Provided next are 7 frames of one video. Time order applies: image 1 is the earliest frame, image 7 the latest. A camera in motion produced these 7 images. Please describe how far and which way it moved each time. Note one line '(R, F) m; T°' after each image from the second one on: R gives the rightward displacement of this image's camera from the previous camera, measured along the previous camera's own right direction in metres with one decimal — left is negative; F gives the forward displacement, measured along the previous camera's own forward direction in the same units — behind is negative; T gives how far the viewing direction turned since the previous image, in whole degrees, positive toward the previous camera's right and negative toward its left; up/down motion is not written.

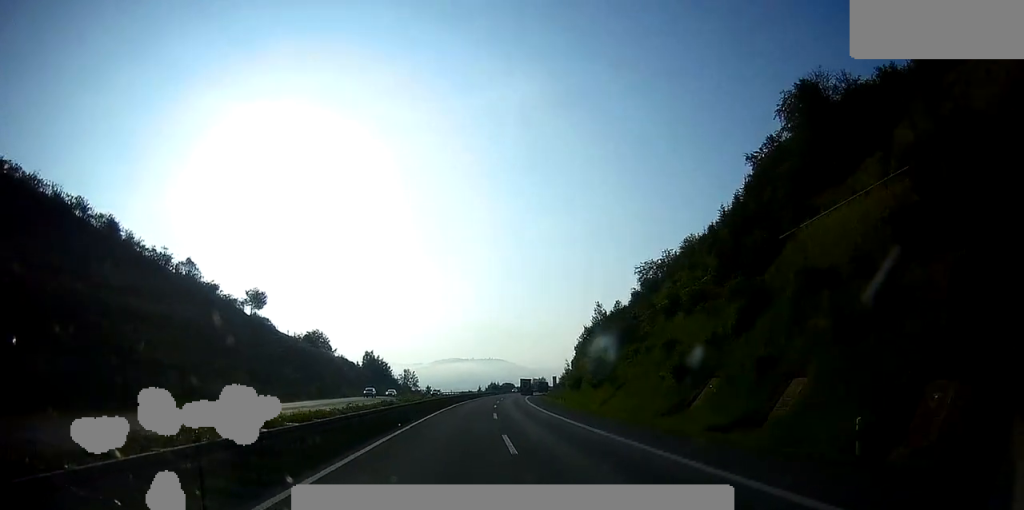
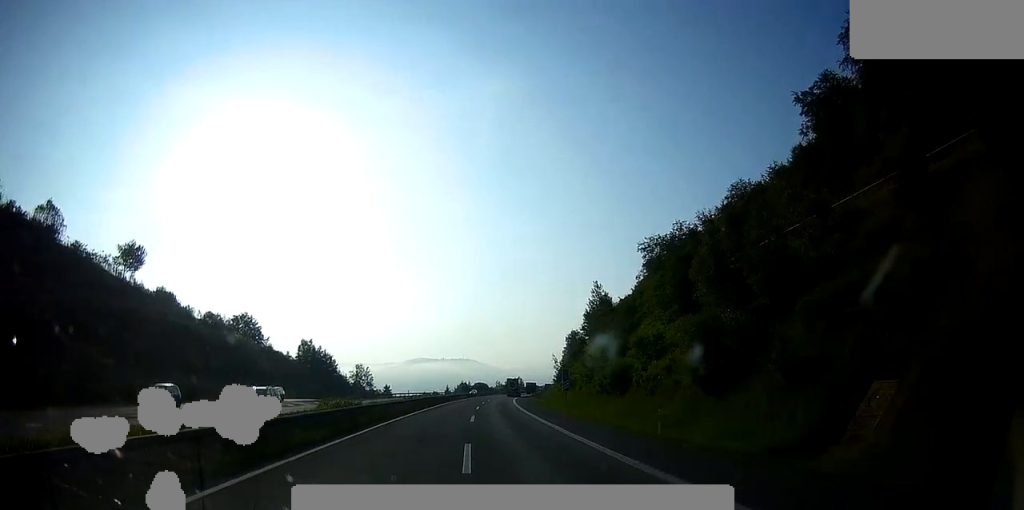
(+1.3, +39.0) m; +2°
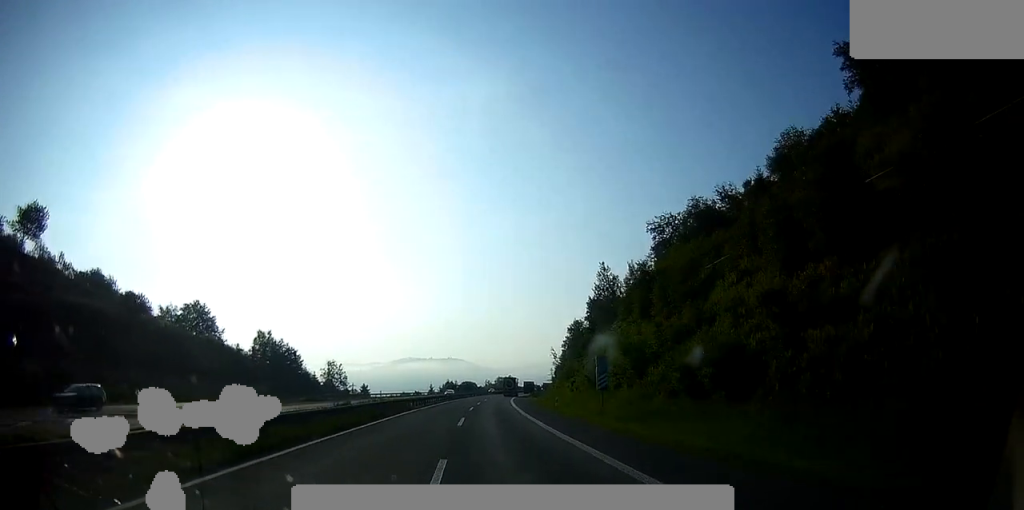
(+0.1, +22.0) m; 0°
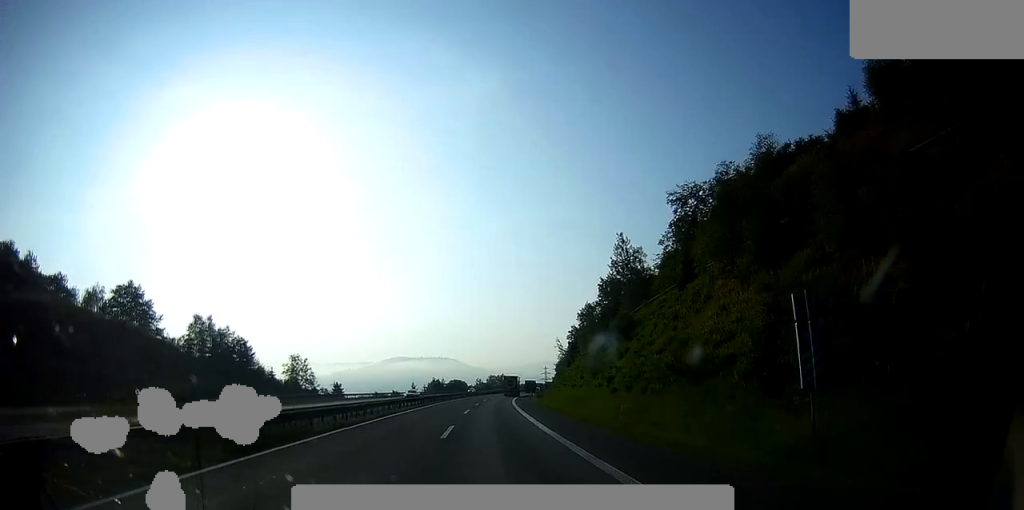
(0.0, +25.1) m; 0°
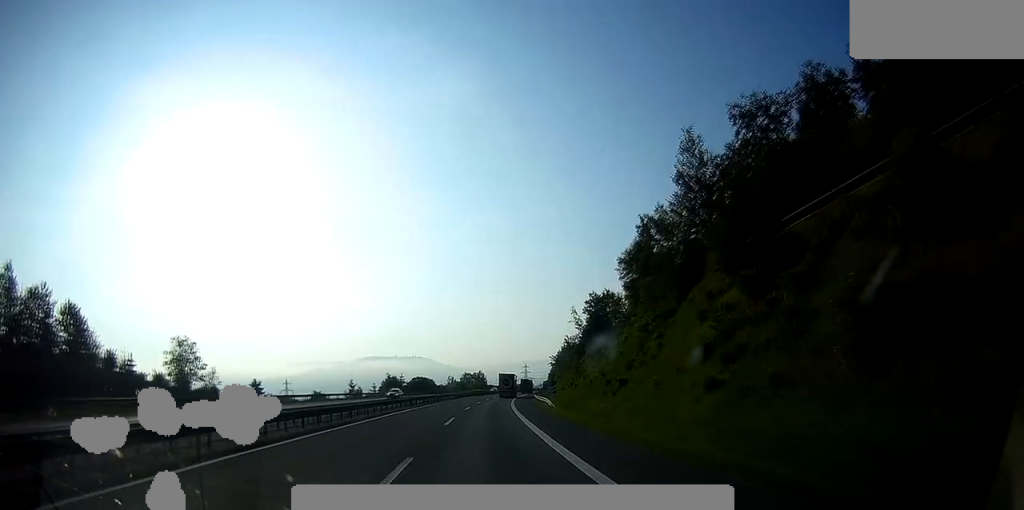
(+0.7, +47.1) m; +2°
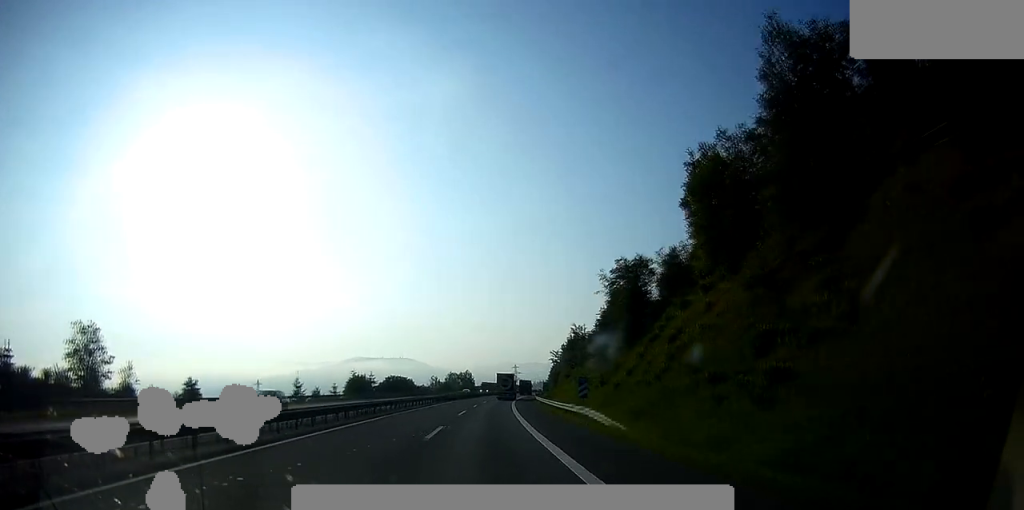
(+0.3, +24.5) m; +2°
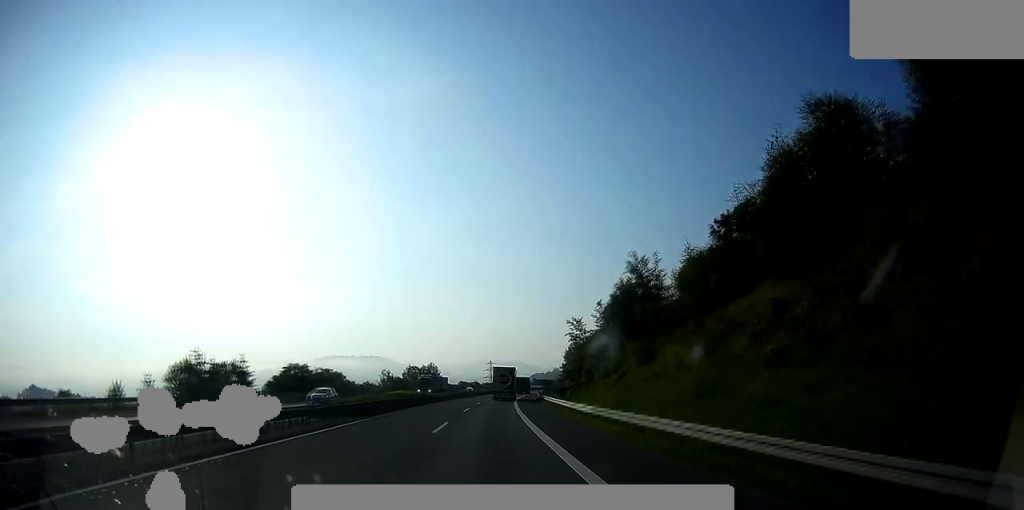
(+1.4, +52.4) m; +3°
